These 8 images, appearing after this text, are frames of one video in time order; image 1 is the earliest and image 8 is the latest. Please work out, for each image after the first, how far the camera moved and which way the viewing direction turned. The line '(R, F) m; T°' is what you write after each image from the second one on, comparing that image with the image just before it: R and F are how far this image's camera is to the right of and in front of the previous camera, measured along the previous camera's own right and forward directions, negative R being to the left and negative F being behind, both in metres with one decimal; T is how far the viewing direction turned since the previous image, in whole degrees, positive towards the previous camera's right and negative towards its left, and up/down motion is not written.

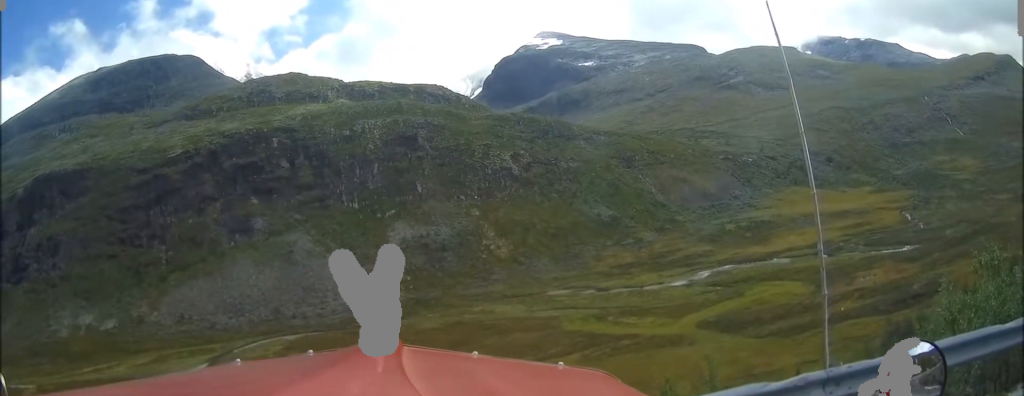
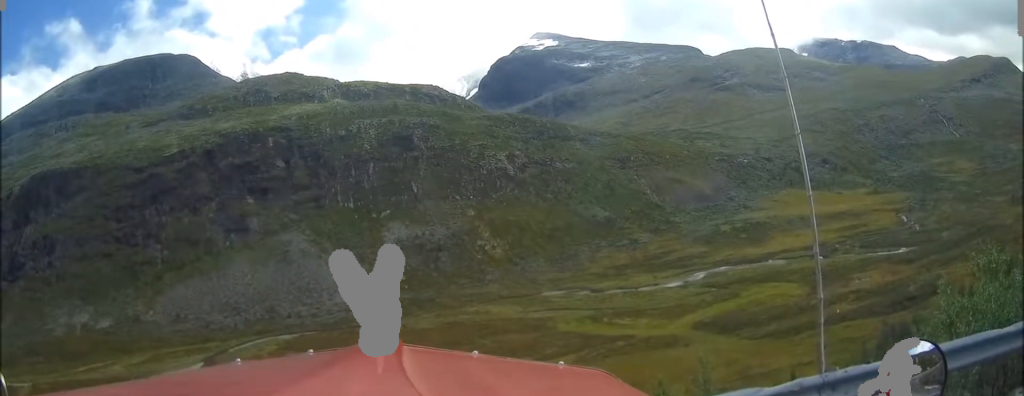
(+0.2, +0.5) m; 0°
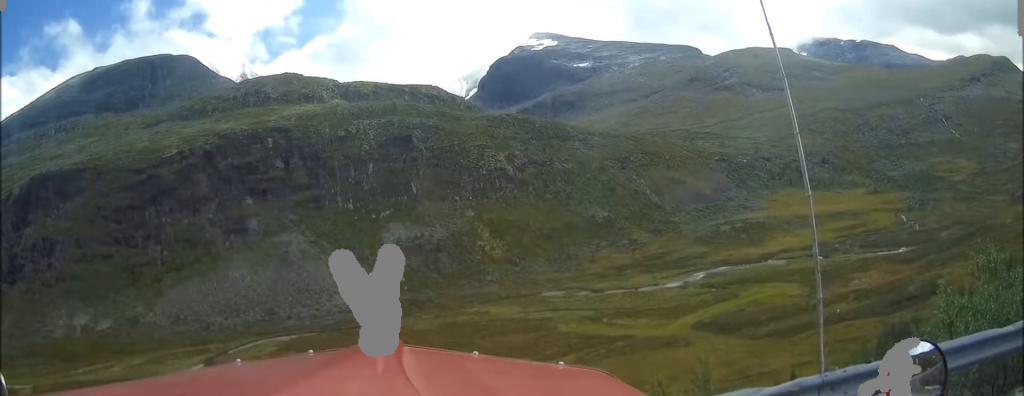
(+0.1, +0.4) m; 0°
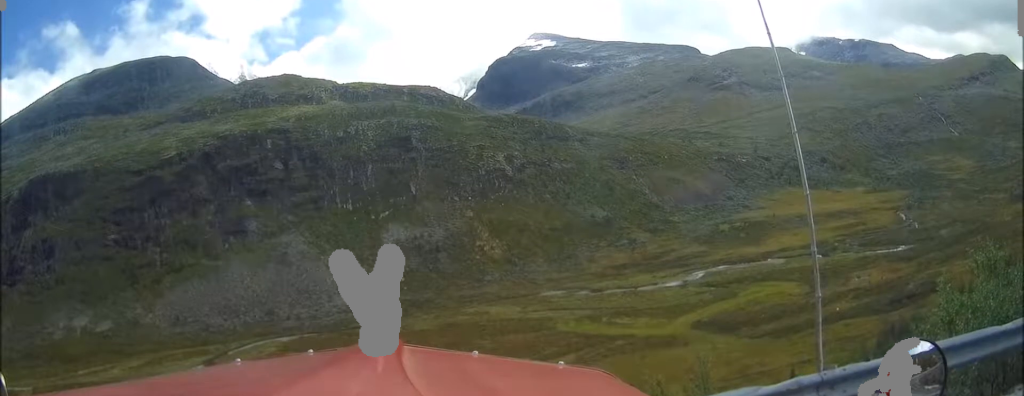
(-0.1, +0.2) m; 0°
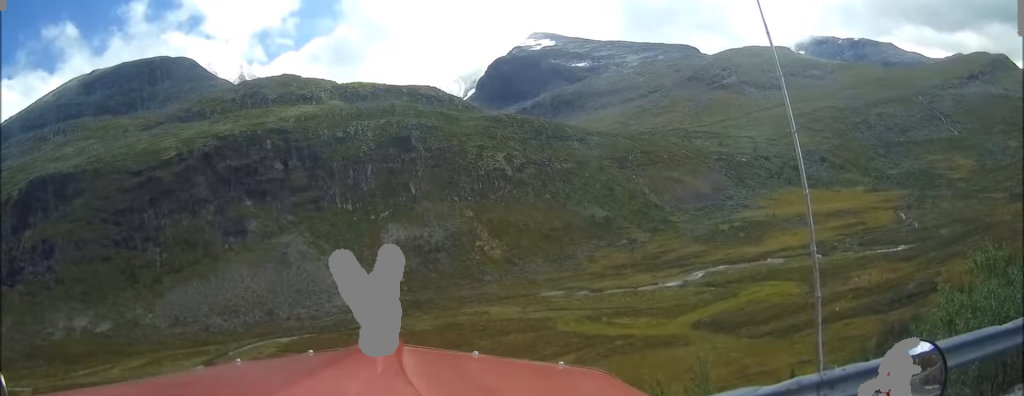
(-0.1, +0.1) m; 0°
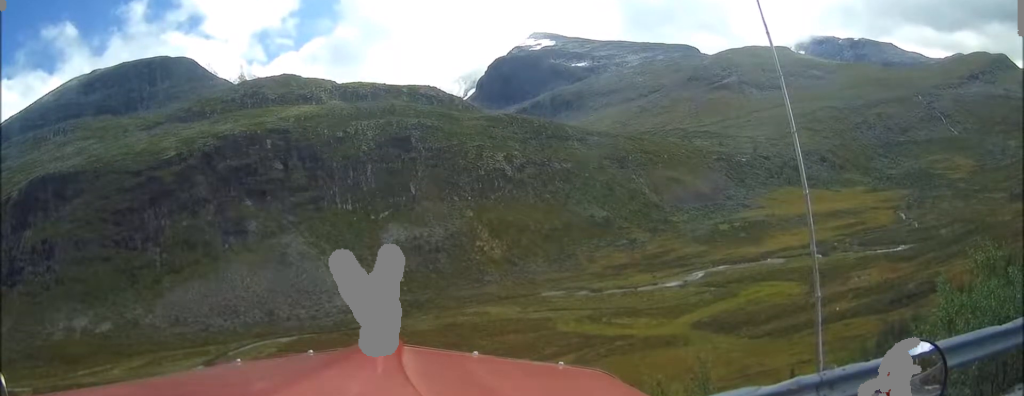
(0.0, +0.1) m; 0°
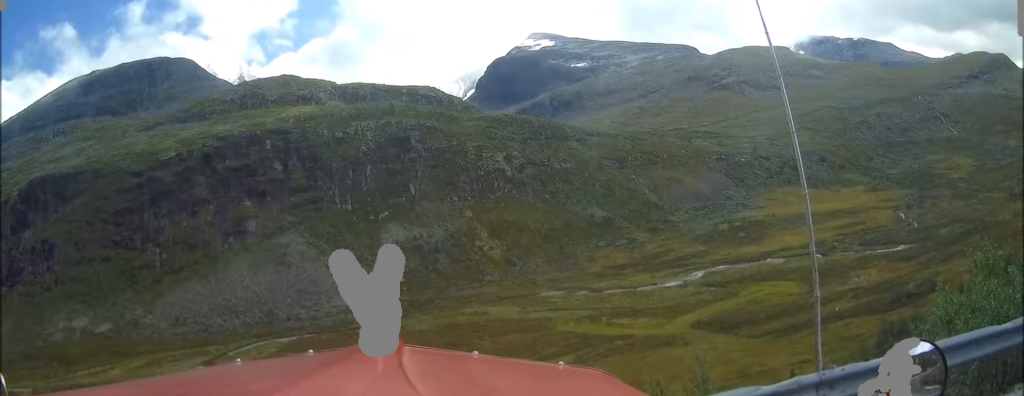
(0.0, 0.0) m; 0°
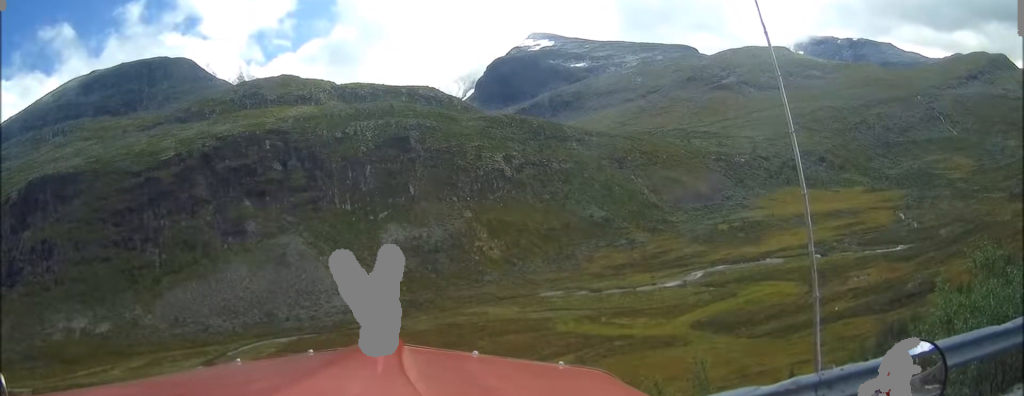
(0.0, -0.1) m; 0°
